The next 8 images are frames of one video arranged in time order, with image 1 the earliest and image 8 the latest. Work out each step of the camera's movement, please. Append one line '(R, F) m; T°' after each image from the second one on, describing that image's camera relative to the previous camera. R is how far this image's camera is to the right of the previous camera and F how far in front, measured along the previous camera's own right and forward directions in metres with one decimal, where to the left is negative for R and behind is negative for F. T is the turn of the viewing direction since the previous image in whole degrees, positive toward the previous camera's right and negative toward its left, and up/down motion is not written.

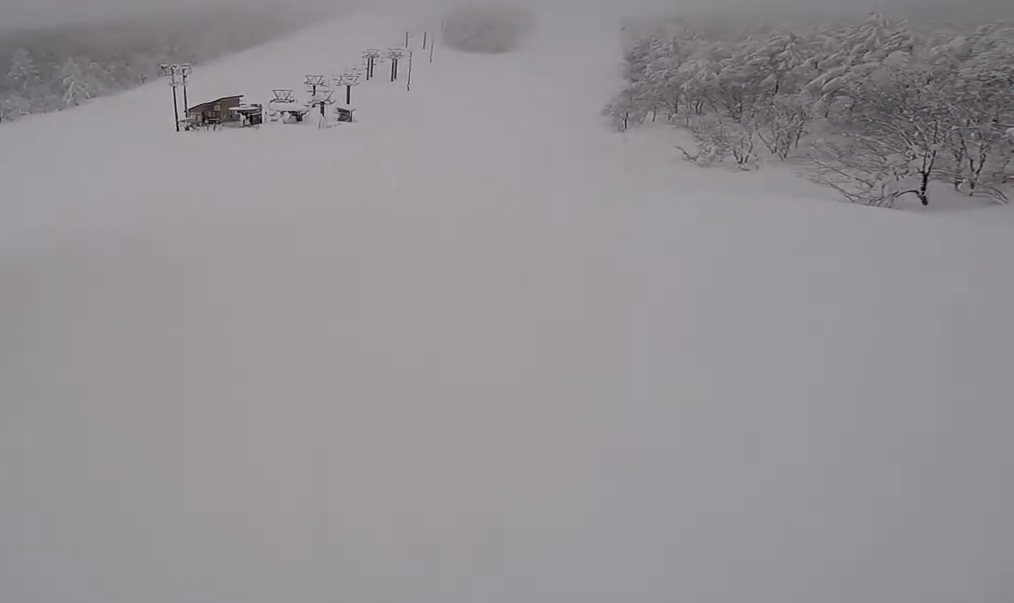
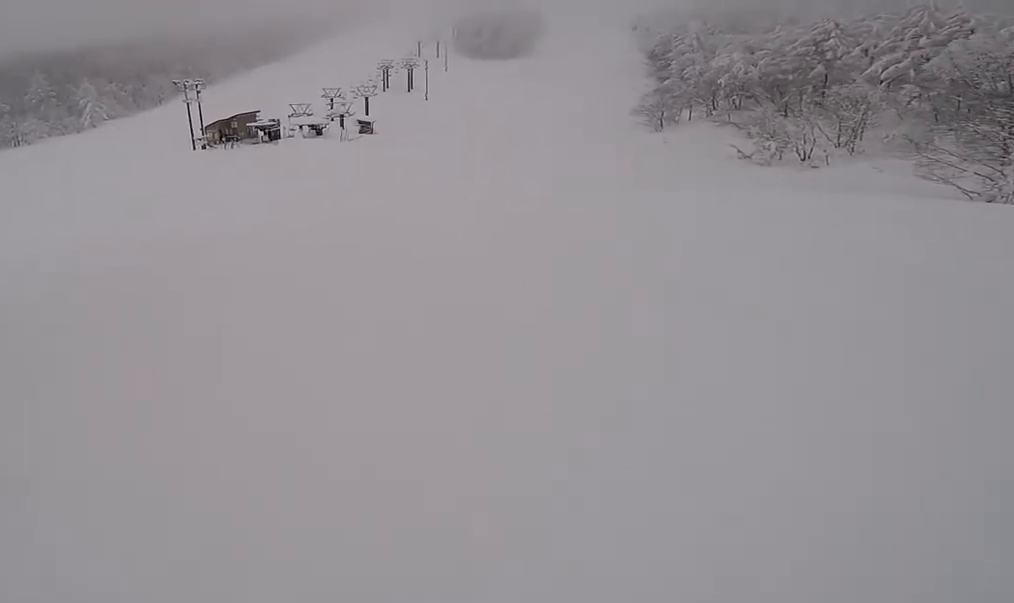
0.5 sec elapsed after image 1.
(0.0, +5.5) m; -3°
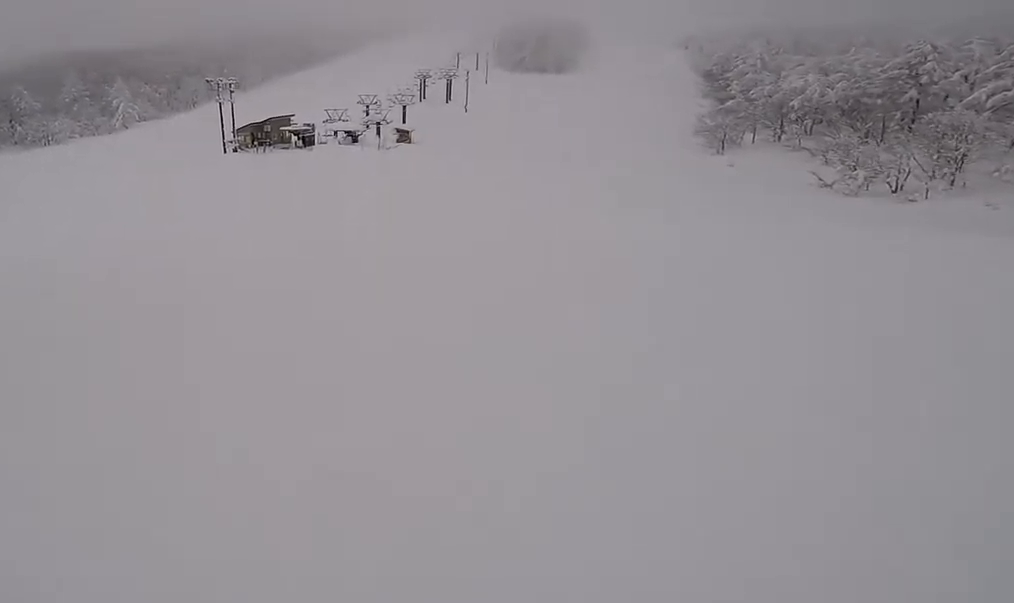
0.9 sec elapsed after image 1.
(0.0, +4.5) m; -2°
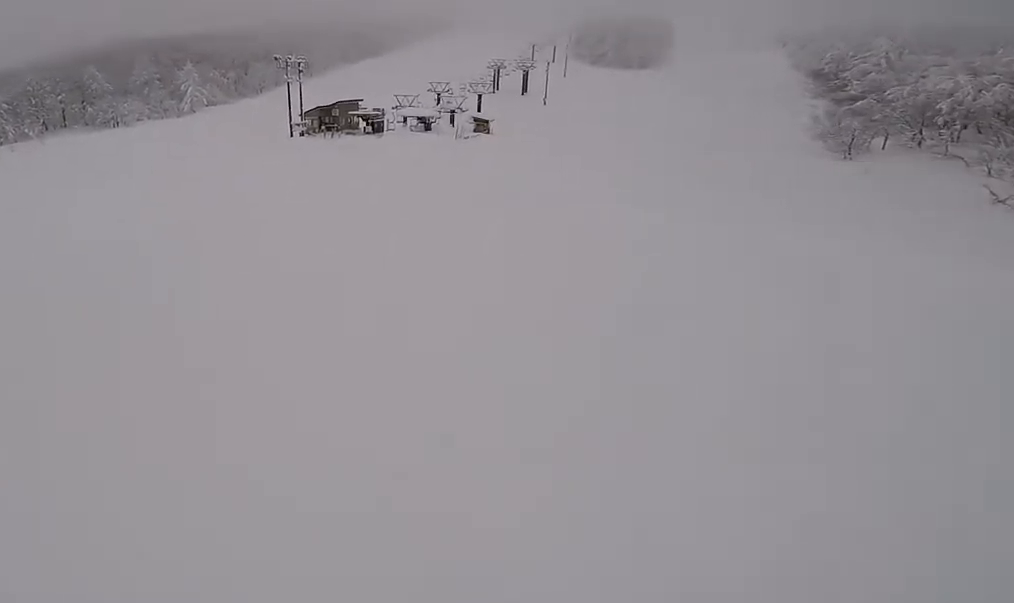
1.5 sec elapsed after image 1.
(-0.4, +5.7) m; 0°
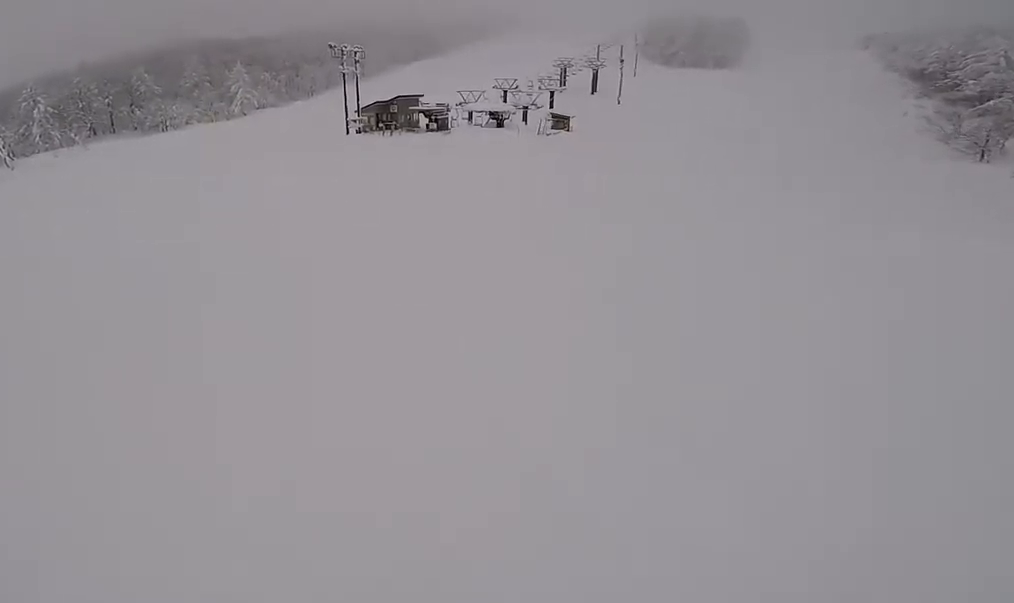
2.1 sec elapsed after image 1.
(0.0, +6.2) m; +2°
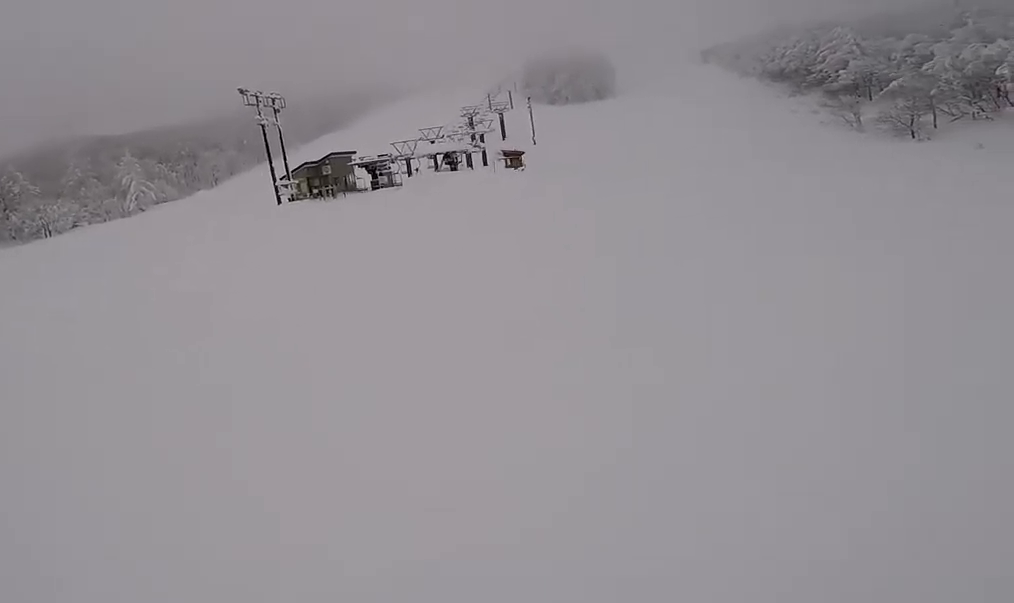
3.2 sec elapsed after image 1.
(+0.7, +10.6) m; +8°
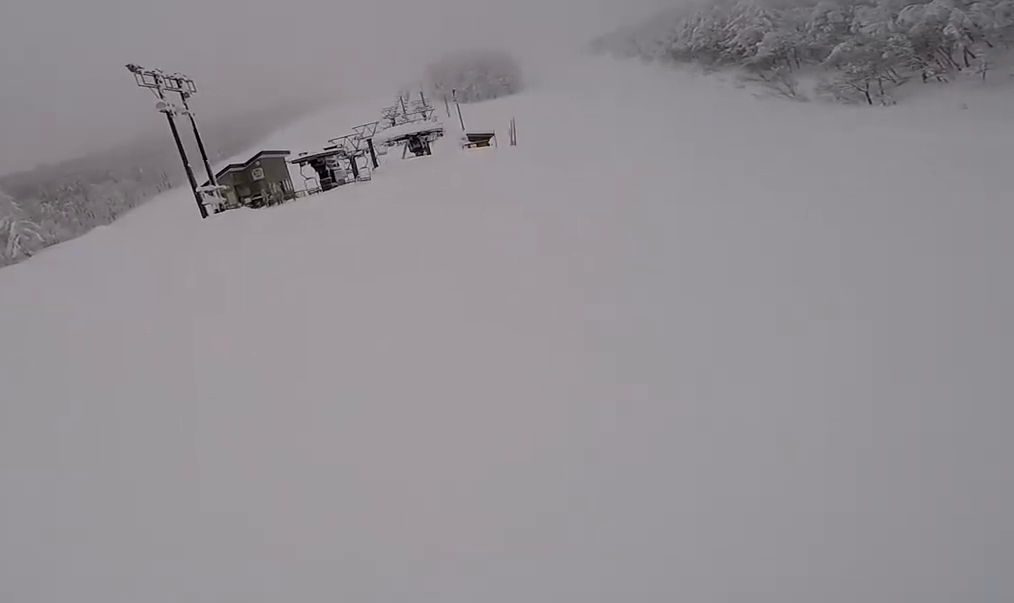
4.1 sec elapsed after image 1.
(+0.4, +7.4) m; +10°
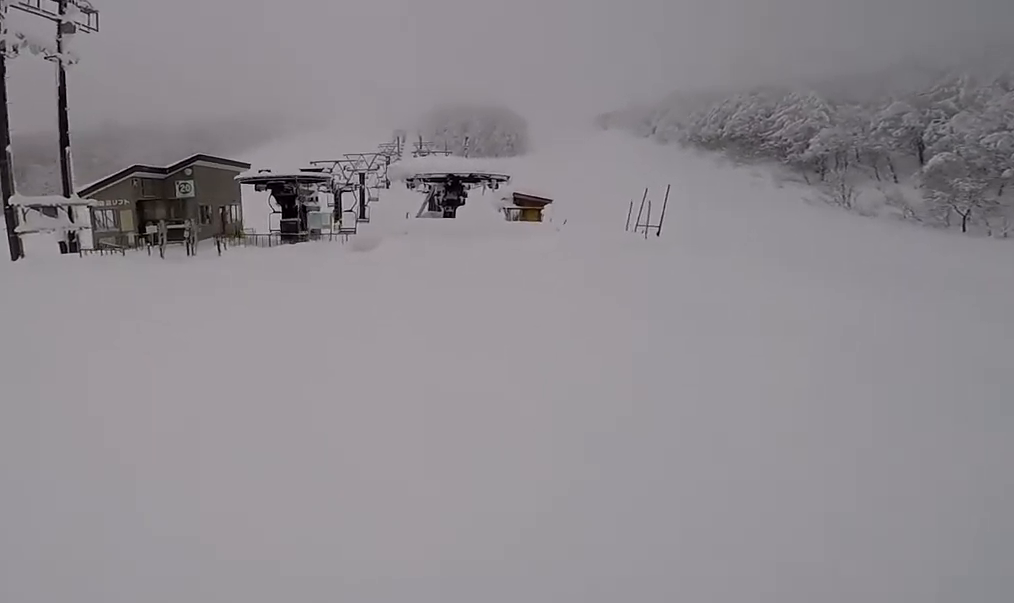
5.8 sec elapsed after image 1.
(+1.5, +10.0) m; -1°
